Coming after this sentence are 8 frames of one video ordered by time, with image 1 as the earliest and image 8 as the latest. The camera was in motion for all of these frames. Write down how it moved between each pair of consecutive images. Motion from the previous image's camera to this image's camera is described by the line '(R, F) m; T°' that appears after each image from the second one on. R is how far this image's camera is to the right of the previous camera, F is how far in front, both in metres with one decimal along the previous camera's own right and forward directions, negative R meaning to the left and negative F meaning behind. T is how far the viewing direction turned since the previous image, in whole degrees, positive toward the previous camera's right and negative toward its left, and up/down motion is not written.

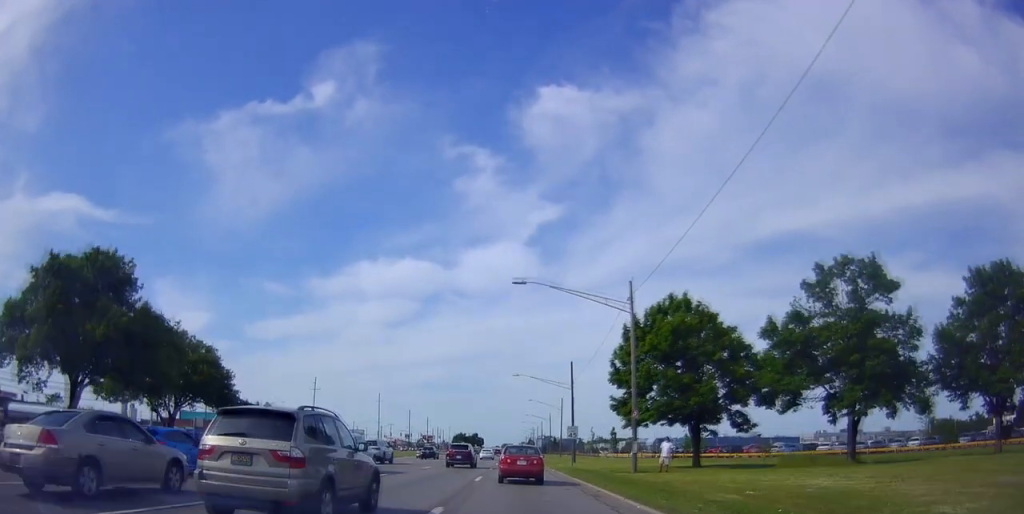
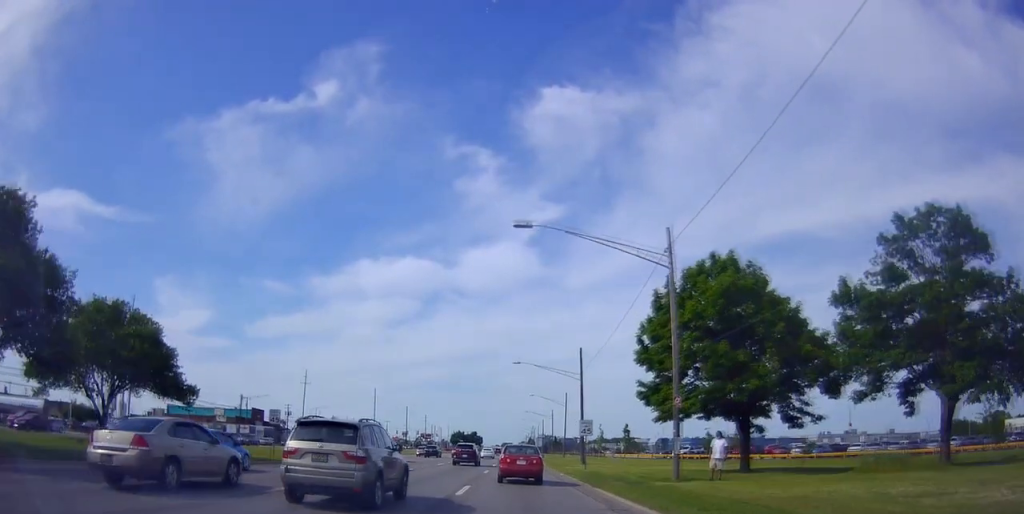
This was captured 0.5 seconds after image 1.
(+0.4, +8.1) m; 0°
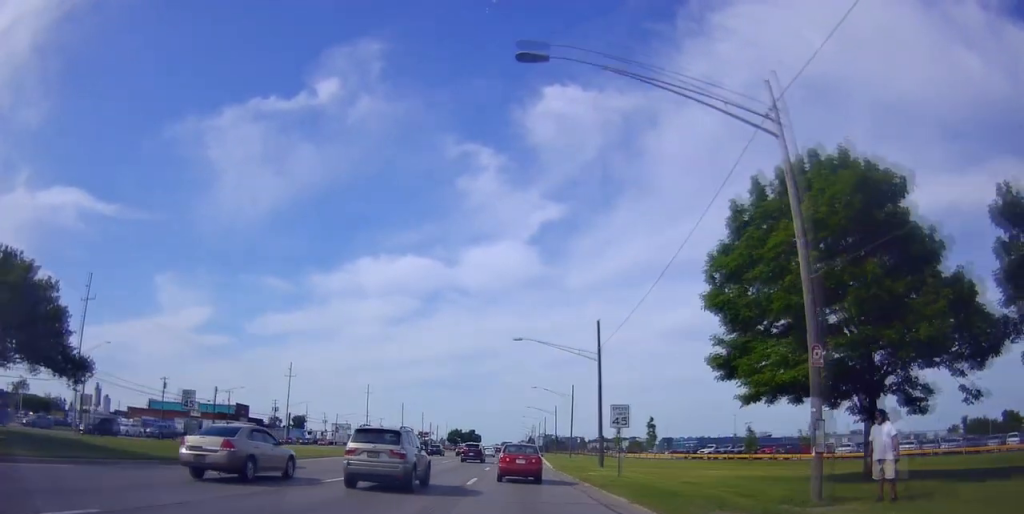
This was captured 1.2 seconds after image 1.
(+0.1, +10.6) m; 0°
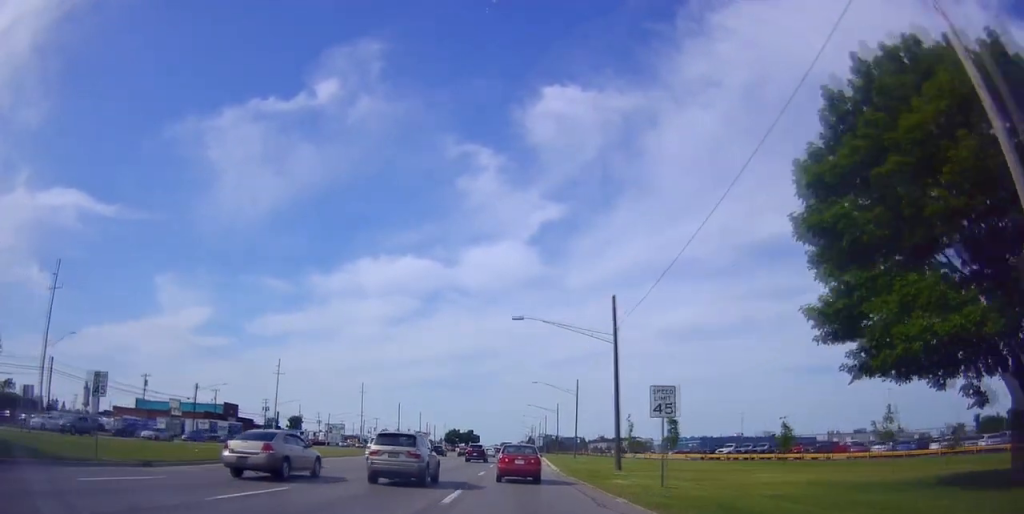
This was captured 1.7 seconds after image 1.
(-0.3, +7.0) m; -1°
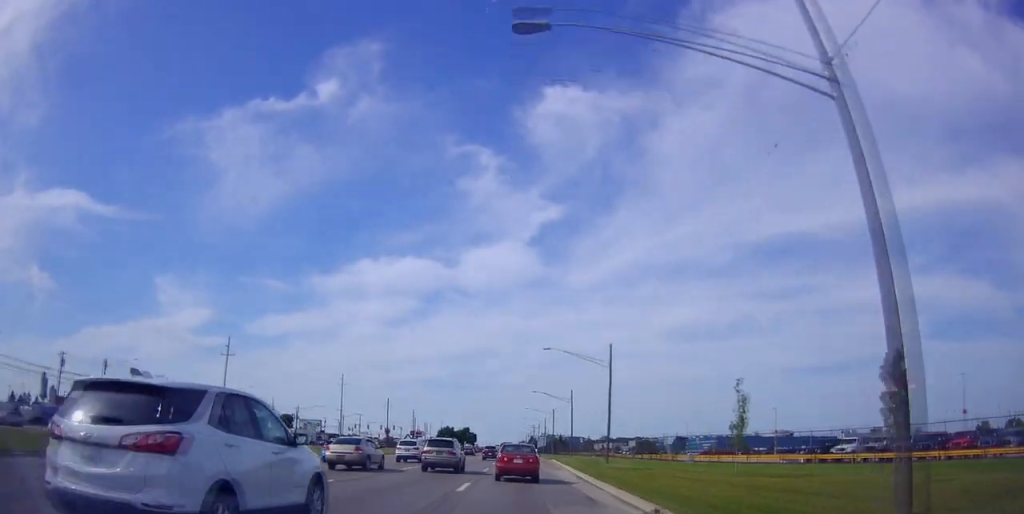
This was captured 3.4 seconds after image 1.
(-0.1, +27.2) m; -1°
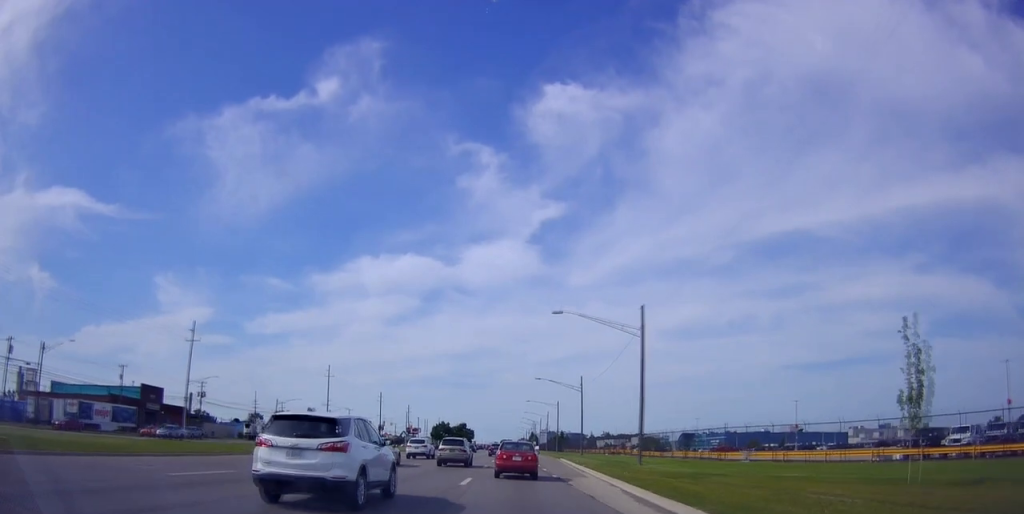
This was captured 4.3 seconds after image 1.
(-0.2, +14.0) m; 0°
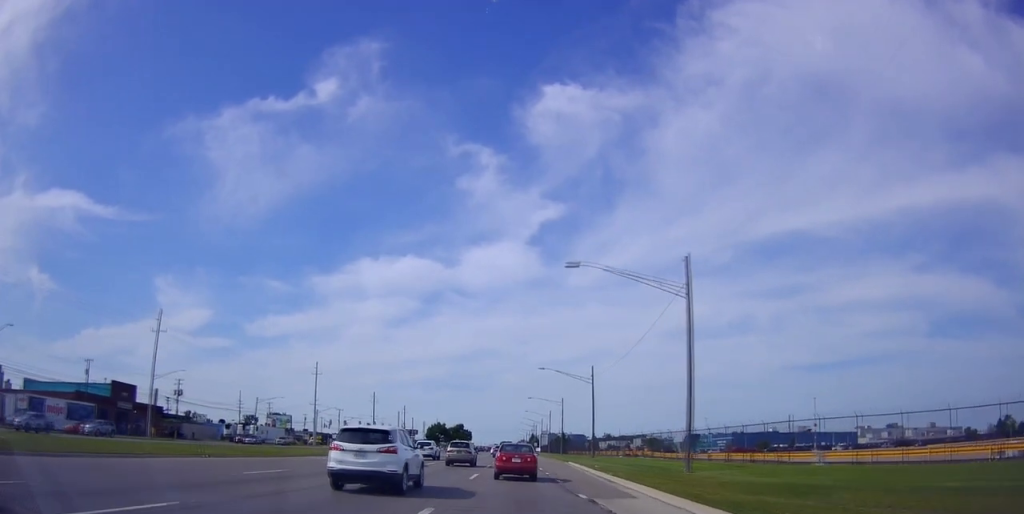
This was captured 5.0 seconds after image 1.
(-0.1, +11.4) m; +2°
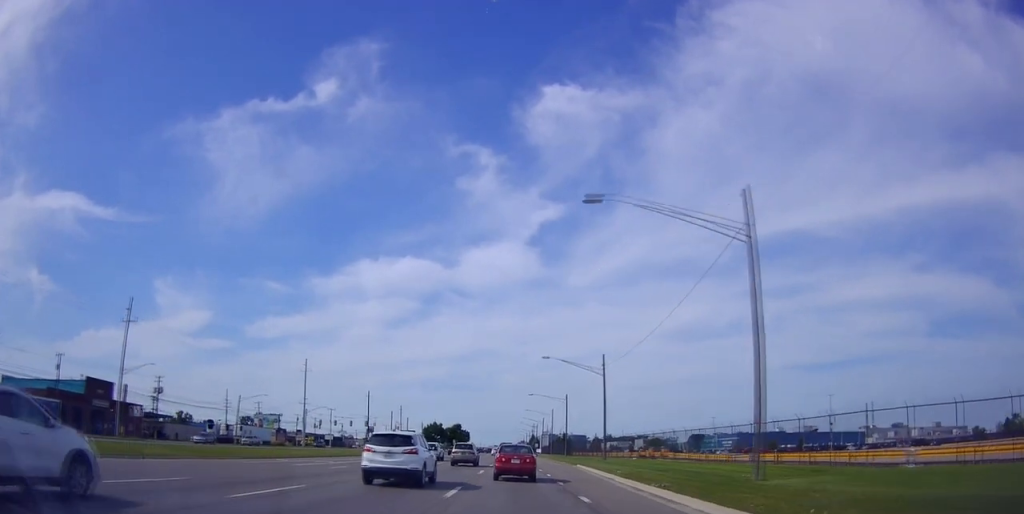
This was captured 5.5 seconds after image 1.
(+0.4, +8.8) m; 0°
